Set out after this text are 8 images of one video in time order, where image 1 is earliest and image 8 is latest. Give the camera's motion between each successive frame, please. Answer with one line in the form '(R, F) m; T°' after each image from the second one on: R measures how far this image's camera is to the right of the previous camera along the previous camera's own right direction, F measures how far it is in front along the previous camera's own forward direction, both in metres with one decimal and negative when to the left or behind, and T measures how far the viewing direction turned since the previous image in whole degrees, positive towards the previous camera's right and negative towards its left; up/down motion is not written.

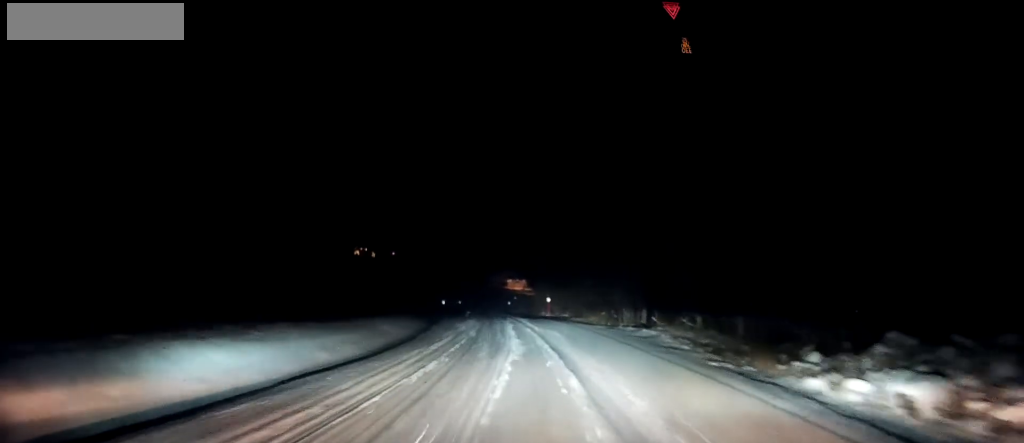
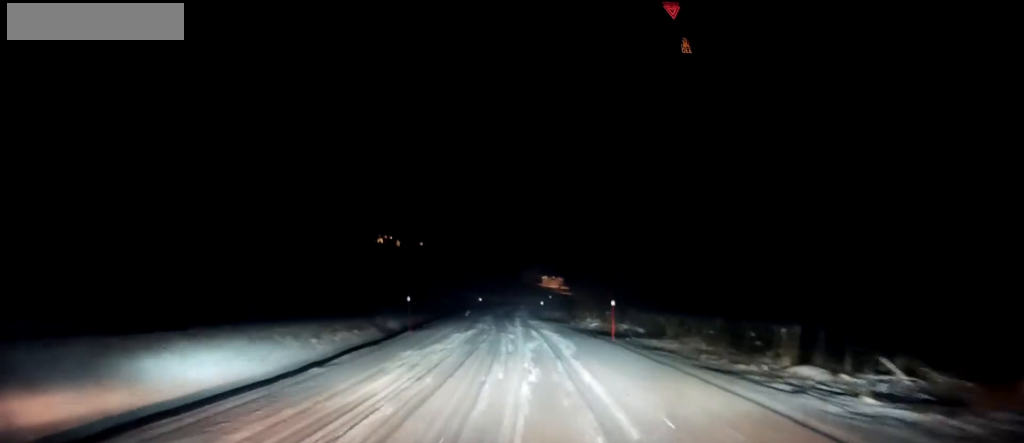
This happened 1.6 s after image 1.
(-0.3, +18.1) m; -1°
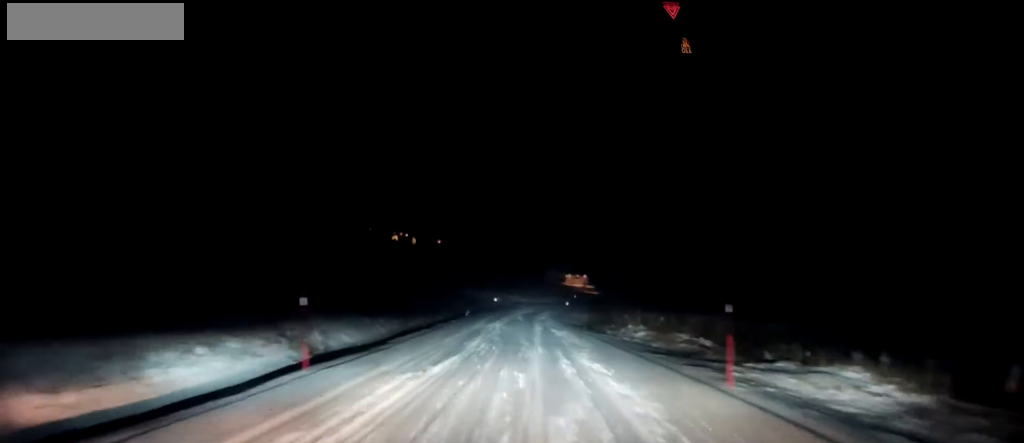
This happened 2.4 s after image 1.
(0.0, +10.0) m; -2°
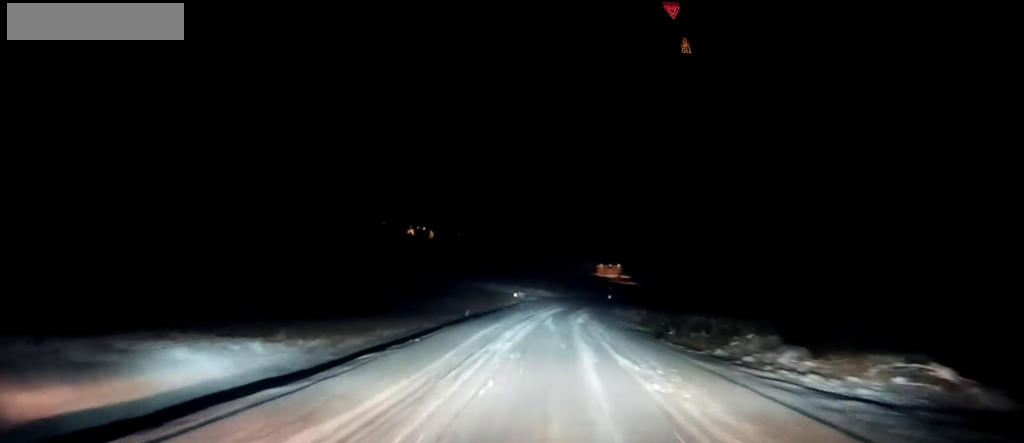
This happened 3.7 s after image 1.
(-0.6, +14.8) m; -4°
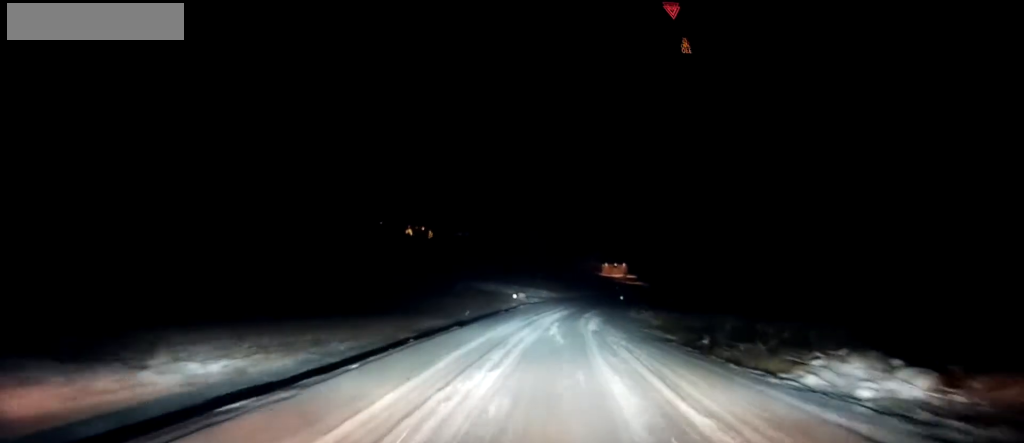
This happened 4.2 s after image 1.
(-0.1, +5.5) m; 0°
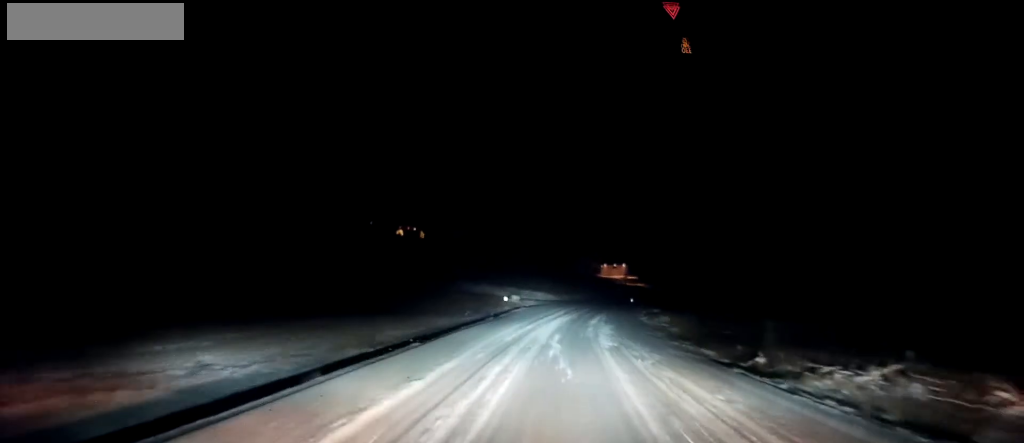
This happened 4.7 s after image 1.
(0.0, +6.3) m; +1°
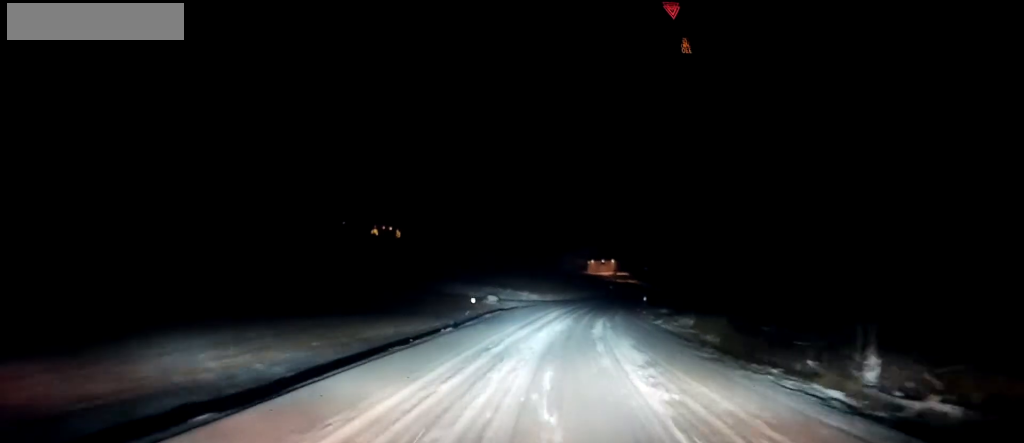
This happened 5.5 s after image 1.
(+0.1, +9.1) m; +1°
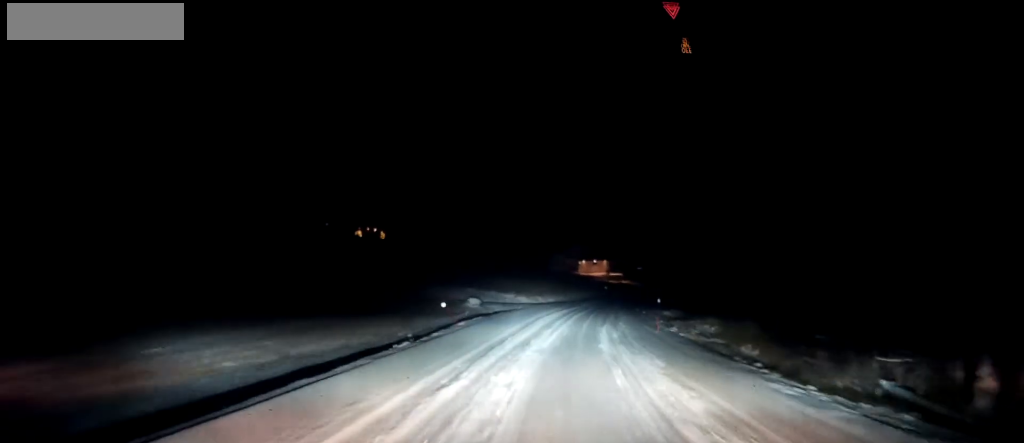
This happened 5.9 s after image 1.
(+0.1, +5.2) m; 0°
